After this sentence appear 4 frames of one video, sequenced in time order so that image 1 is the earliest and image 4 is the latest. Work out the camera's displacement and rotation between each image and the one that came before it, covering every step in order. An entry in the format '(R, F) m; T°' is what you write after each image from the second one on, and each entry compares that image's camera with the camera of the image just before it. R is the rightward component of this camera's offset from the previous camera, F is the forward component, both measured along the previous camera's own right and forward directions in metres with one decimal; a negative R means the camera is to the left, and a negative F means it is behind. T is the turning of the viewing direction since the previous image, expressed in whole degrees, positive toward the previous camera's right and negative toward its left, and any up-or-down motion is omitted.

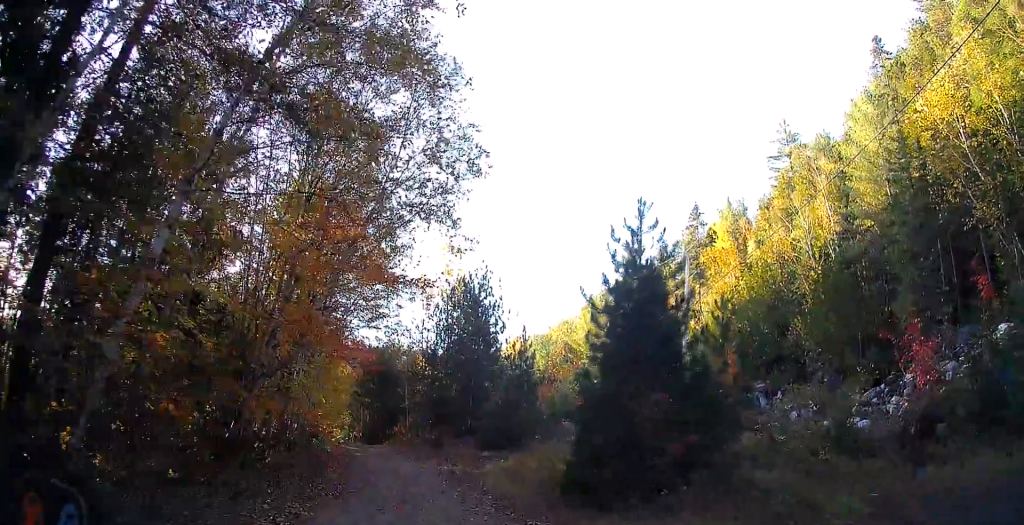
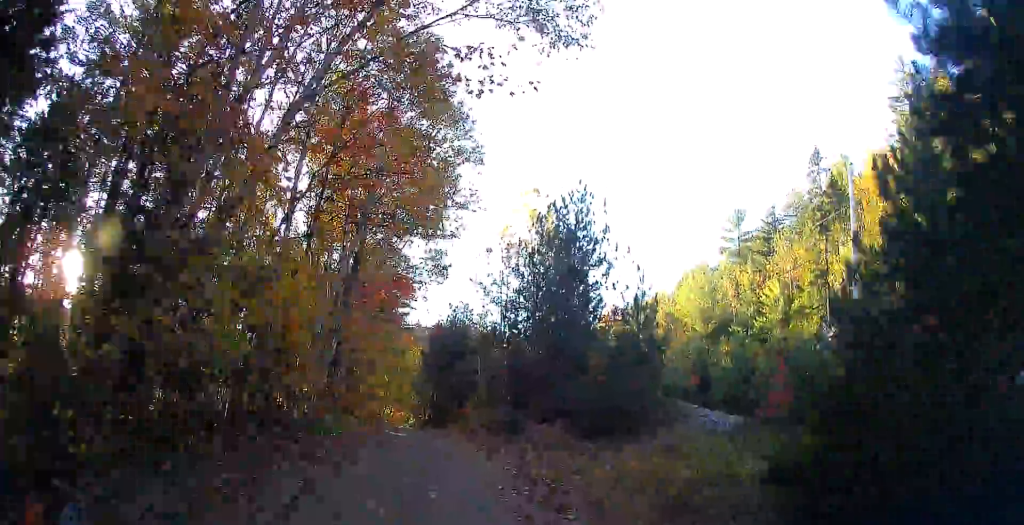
(+0.2, +11.2) m; -2°
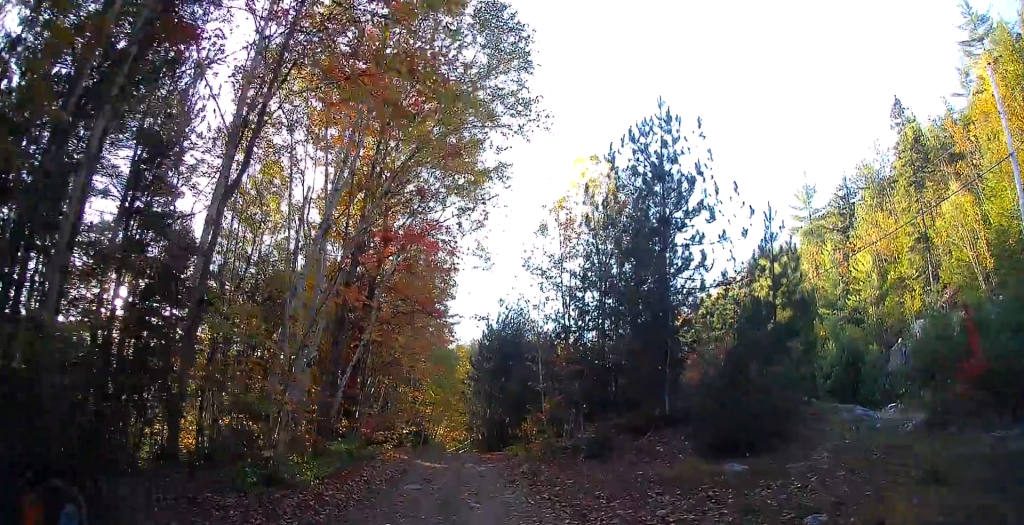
(-0.2, +8.4) m; +2°
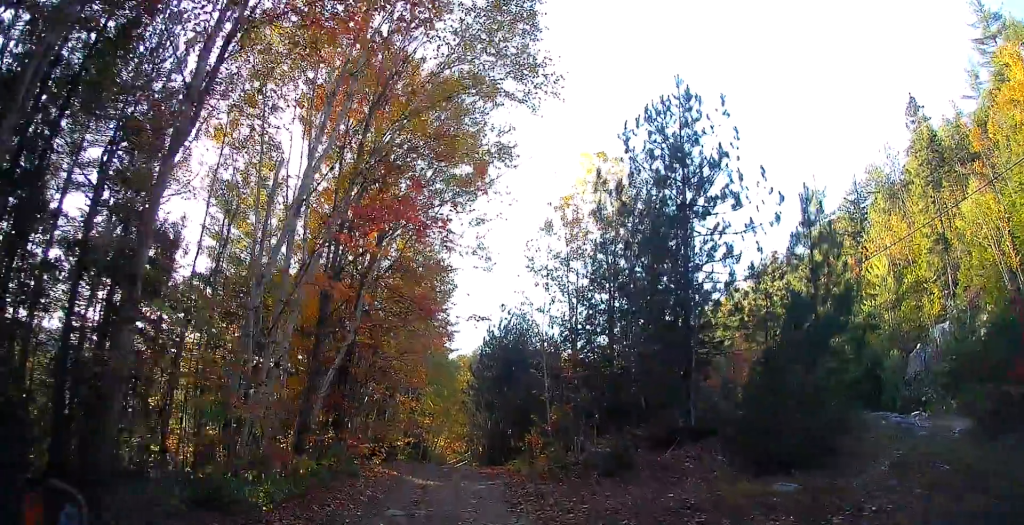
(0.0, +2.4) m; +2°
